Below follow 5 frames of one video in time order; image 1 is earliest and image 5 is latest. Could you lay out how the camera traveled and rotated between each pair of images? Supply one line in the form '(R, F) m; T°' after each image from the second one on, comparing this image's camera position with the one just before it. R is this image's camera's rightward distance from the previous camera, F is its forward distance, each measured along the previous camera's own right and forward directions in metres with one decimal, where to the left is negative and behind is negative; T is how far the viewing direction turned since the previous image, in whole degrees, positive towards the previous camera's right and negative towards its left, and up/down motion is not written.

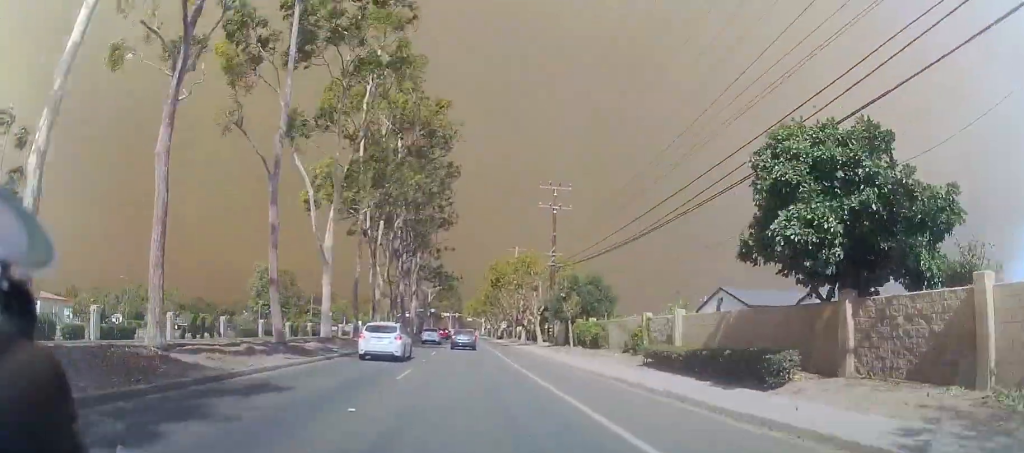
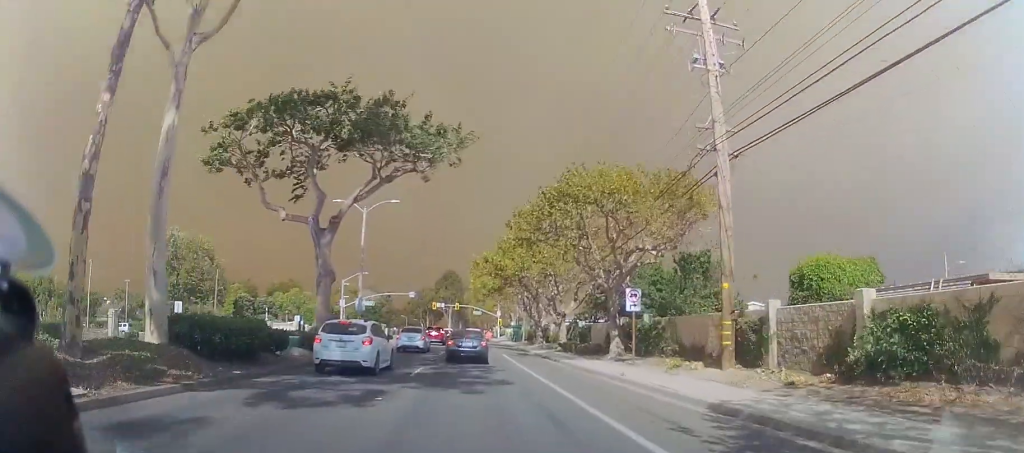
(+0.1, +69.0) m; -1°
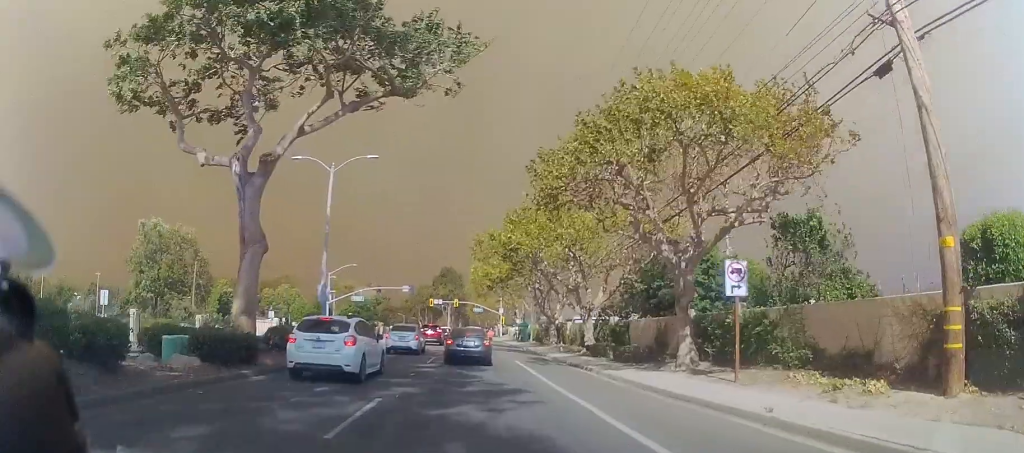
(0.0, +8.9) m; 0°
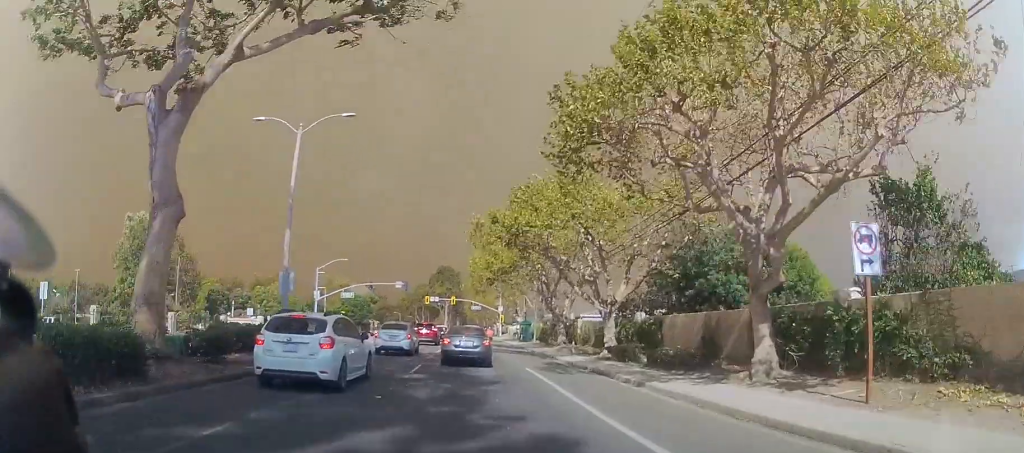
(0.0, +5.1) m; 0°
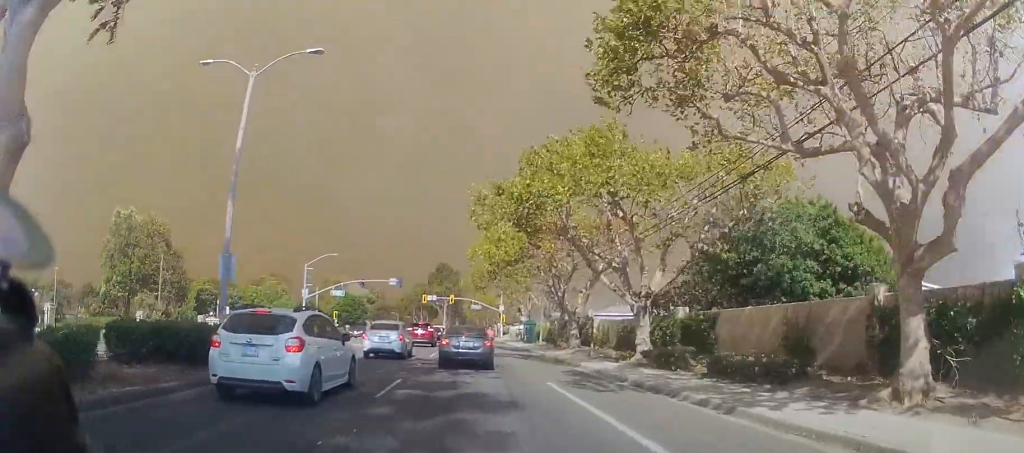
(0.0, +5.1) m; 0°
